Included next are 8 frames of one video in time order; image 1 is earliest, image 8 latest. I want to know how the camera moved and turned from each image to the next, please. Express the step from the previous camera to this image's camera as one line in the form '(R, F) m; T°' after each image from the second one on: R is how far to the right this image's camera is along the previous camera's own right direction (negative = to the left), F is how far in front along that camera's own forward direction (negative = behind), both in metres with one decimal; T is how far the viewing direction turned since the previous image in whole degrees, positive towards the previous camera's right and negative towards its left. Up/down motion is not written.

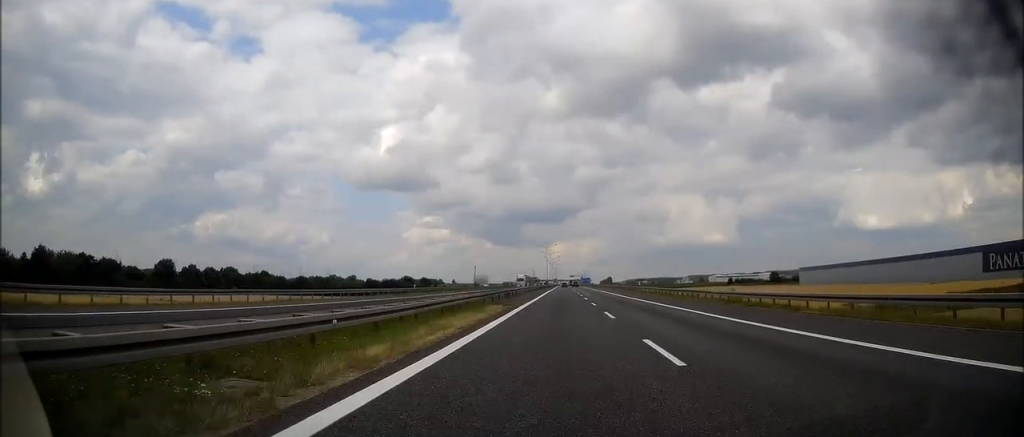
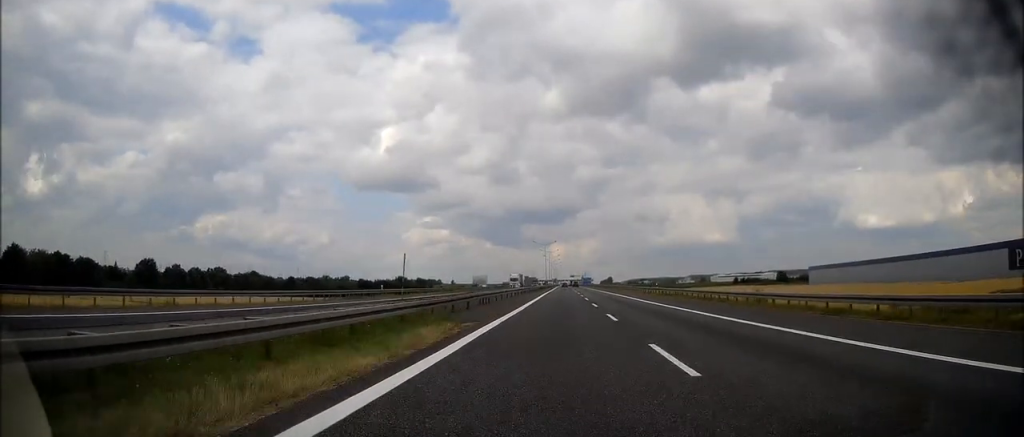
(0.0, +13.8) m; 0°
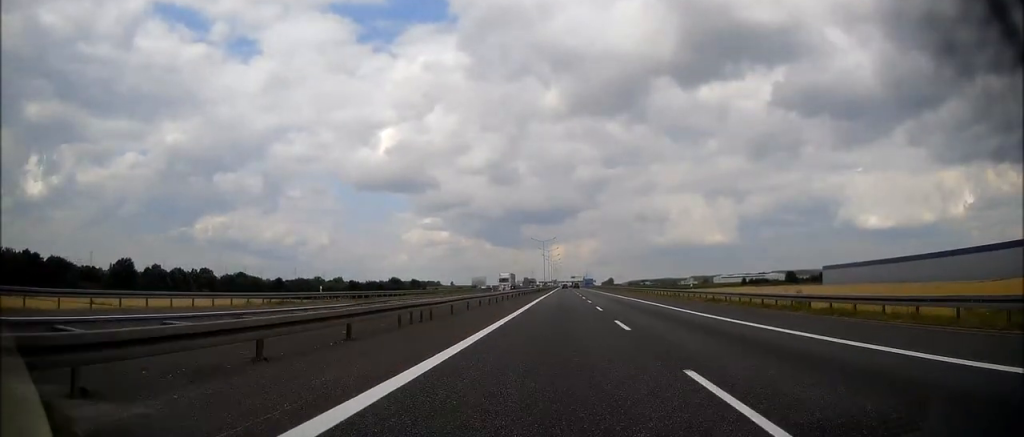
(0.0, +16.3) m; -1°
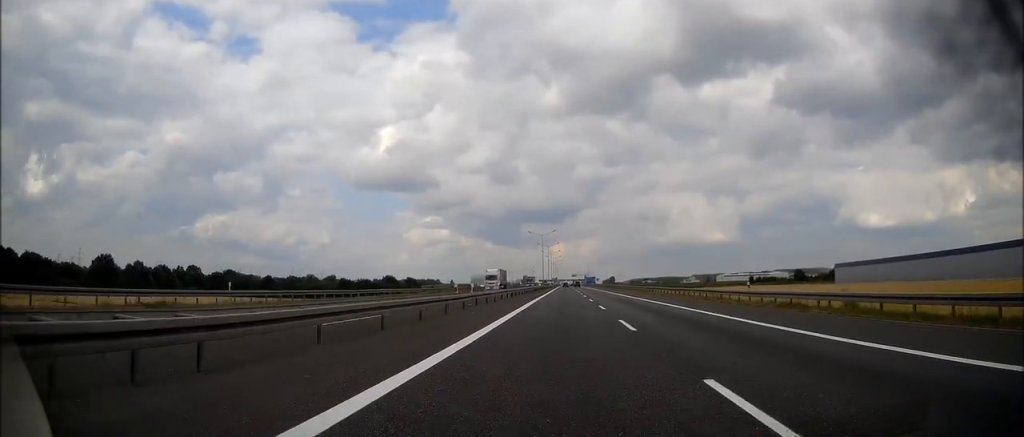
(-0.1, +13.6) m; 0°
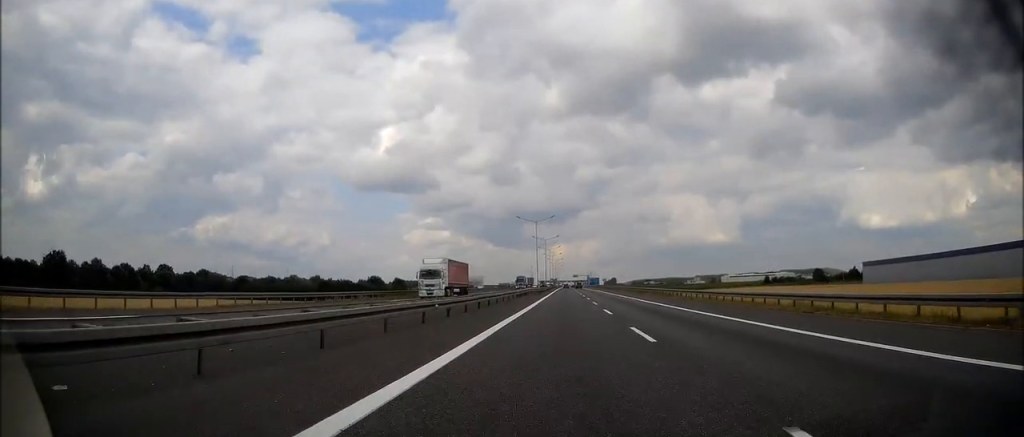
(-0.1, +28.0) m; 0°
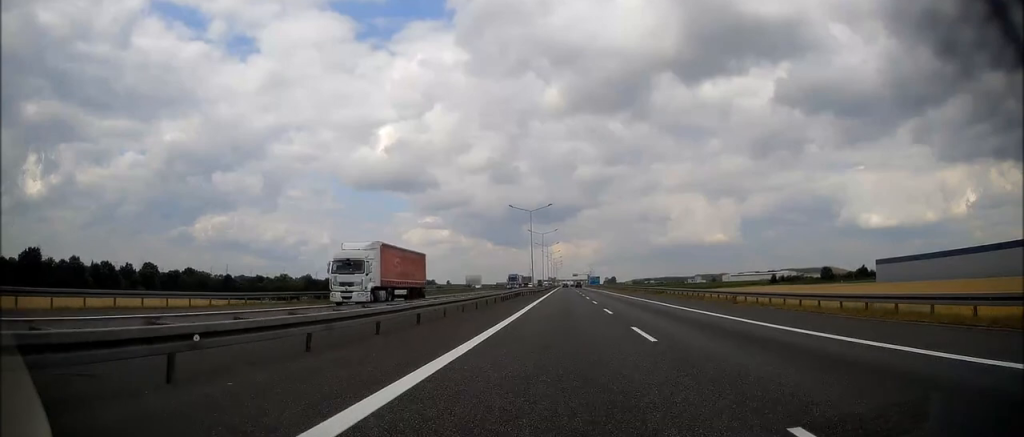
(+0.1, +12.7) m; +1°
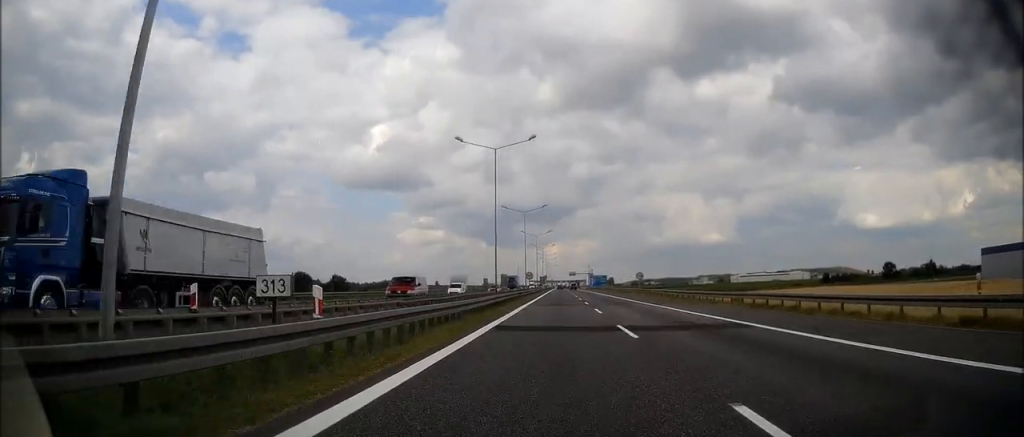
(+0.1, +74.0) m; 0°
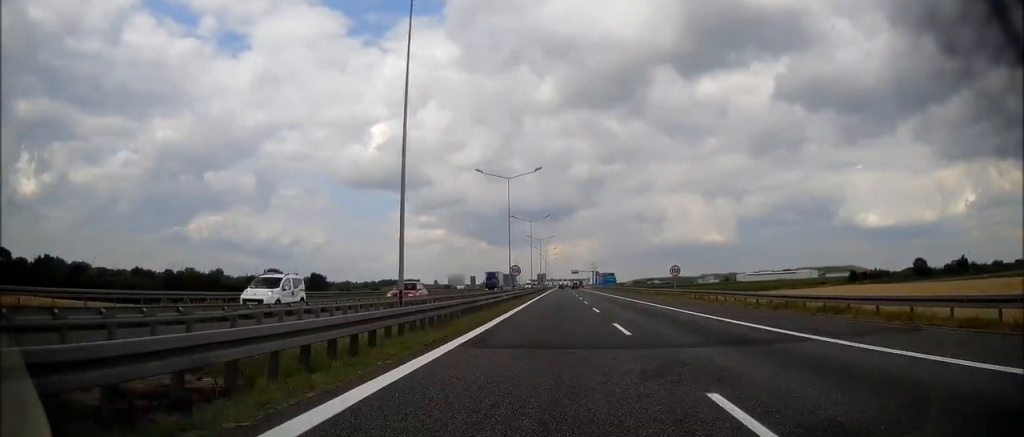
(0.0, +24.7) m; 0°
